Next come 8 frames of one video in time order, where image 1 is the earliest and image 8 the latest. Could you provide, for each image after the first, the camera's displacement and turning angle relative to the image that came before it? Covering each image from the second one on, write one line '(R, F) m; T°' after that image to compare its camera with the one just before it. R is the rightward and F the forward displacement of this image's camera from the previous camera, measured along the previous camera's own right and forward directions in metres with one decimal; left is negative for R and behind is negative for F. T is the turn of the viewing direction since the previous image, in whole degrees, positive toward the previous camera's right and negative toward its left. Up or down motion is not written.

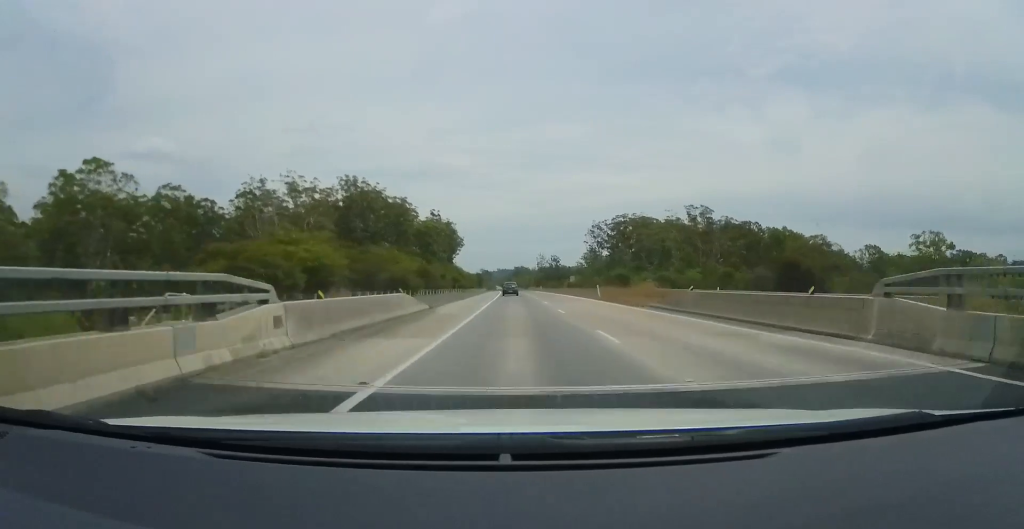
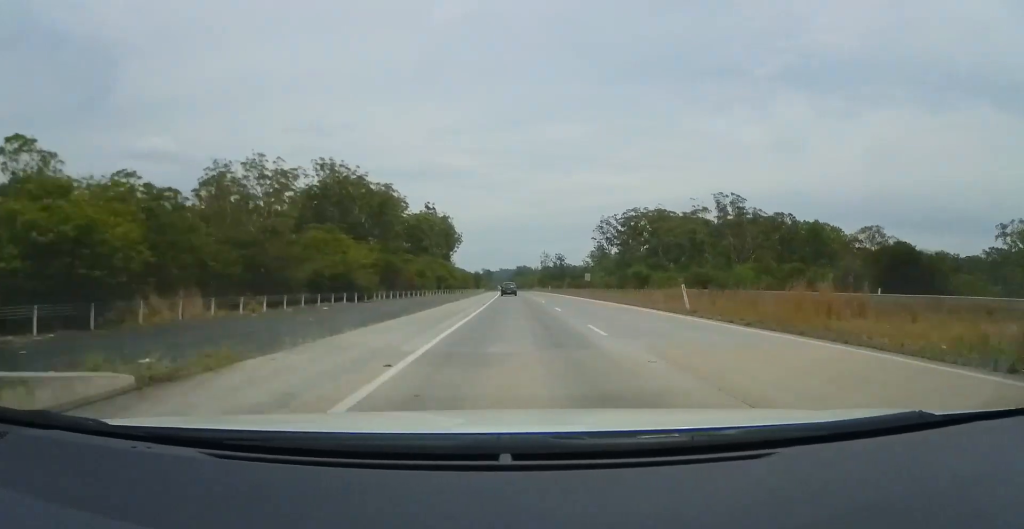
(+0.1, +21.8) m; -1°
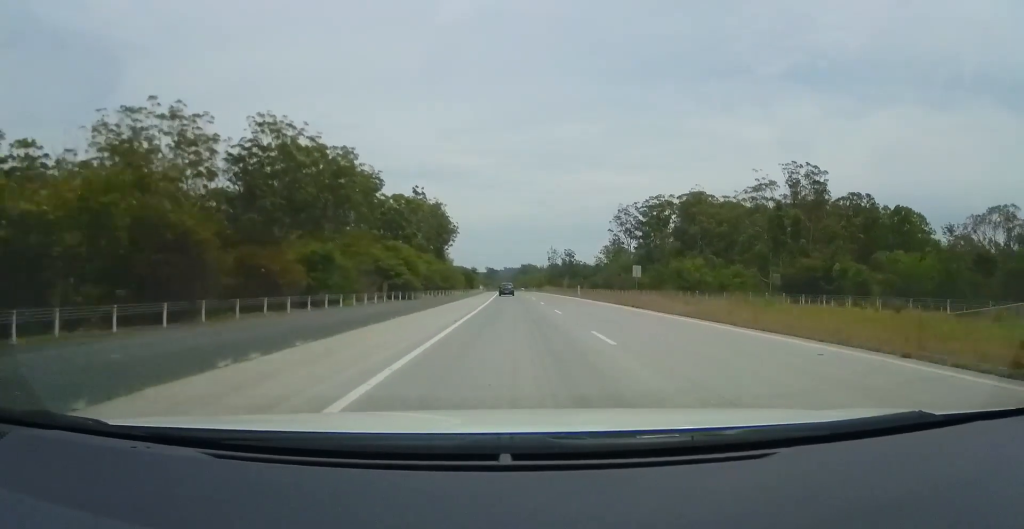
(-0.9, +37.6) m; -1°
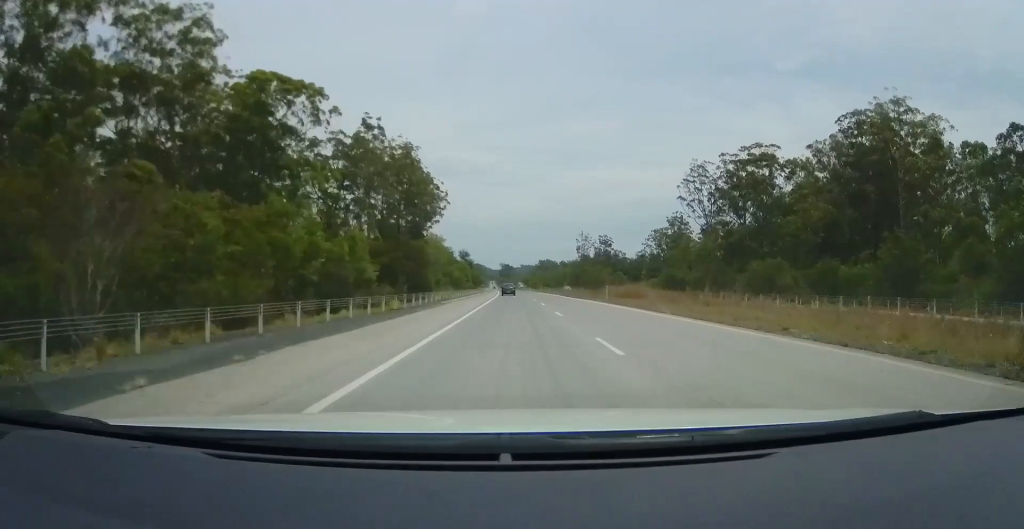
(-1.2, +84.9) m; -2°
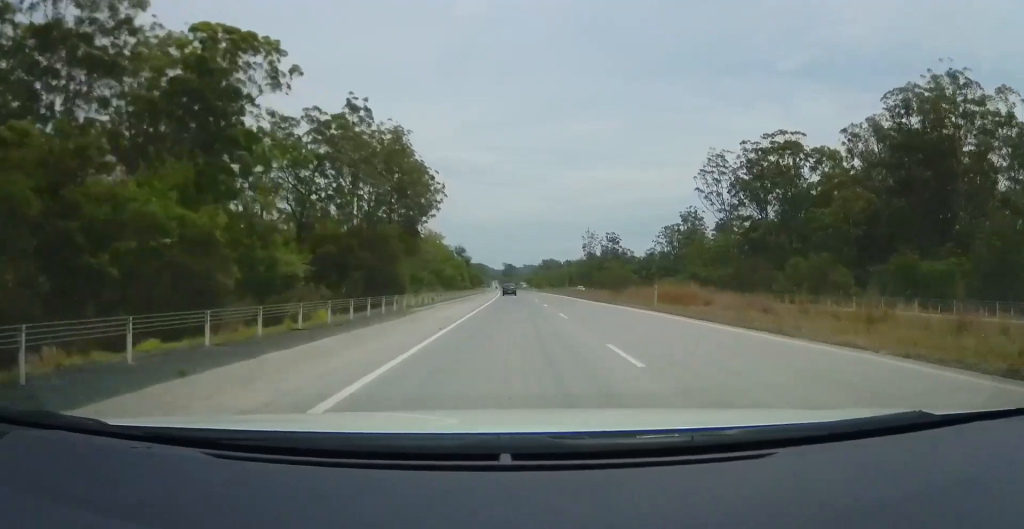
(+0.2, +13.3) m; 0°
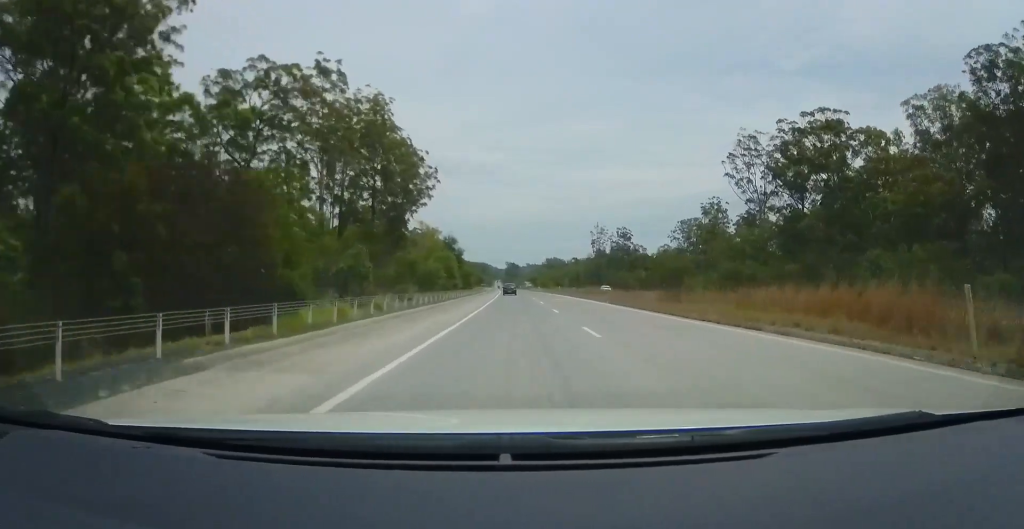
(-0.7, +19.3) m; -1°
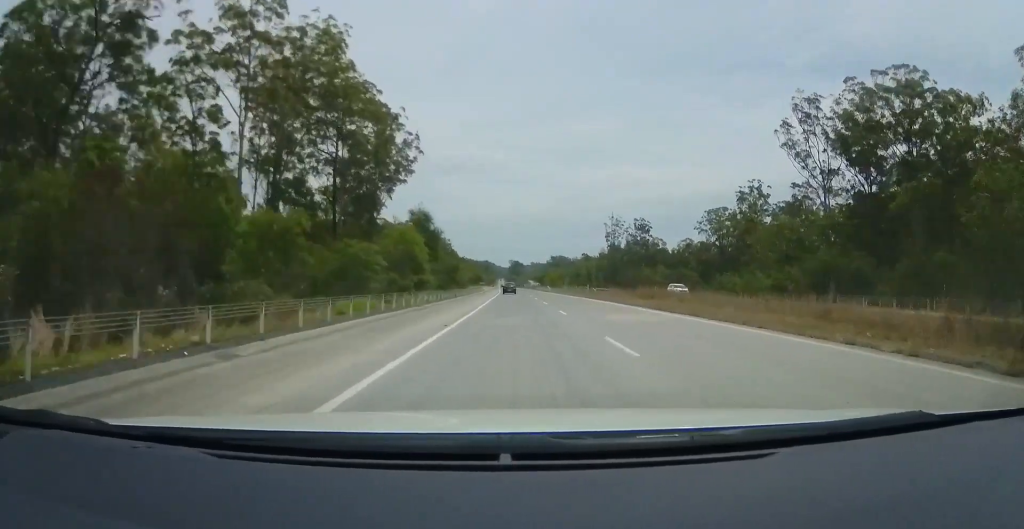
(-0.1, +26.6) m; 0°
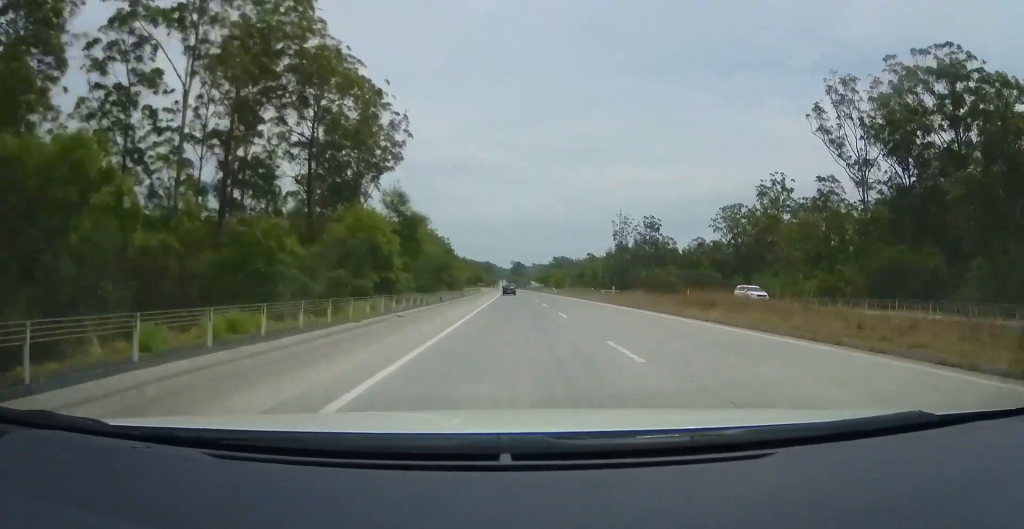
(0.0, +12.1) m; +1°
